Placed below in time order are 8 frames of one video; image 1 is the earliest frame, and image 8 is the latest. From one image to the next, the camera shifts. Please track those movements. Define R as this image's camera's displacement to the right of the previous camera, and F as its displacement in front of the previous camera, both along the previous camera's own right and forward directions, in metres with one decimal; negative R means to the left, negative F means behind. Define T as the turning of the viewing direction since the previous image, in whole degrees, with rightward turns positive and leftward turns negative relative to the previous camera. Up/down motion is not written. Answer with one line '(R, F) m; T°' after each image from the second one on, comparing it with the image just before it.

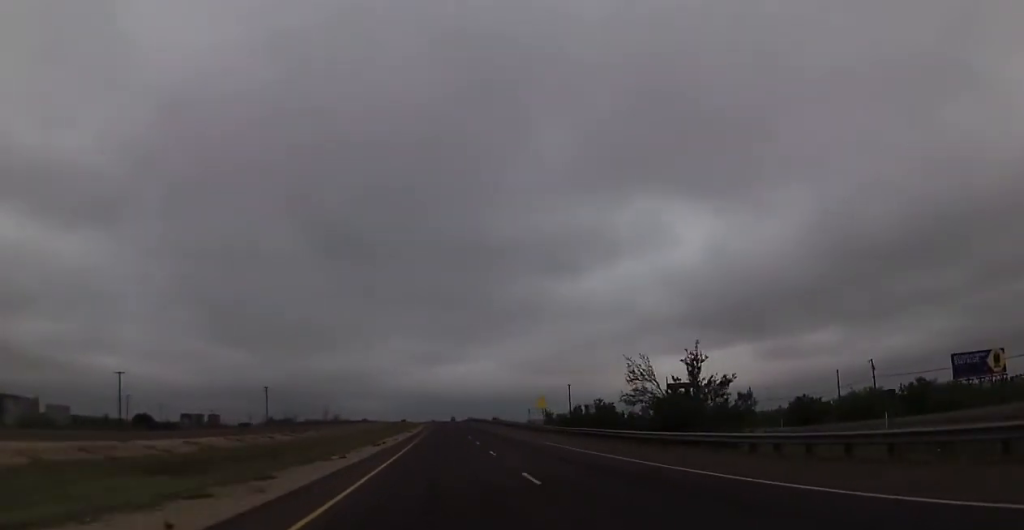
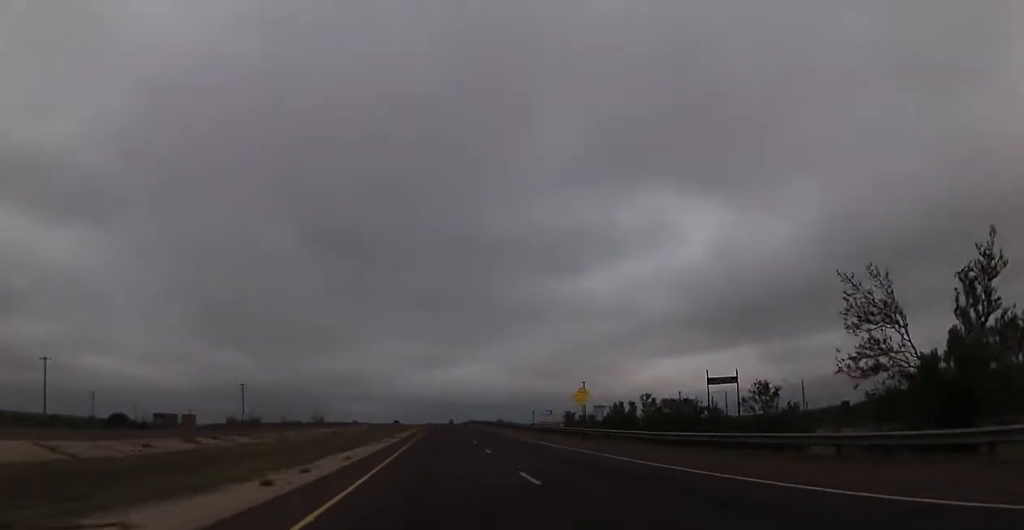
(+0.1, +24.5) m; 0°
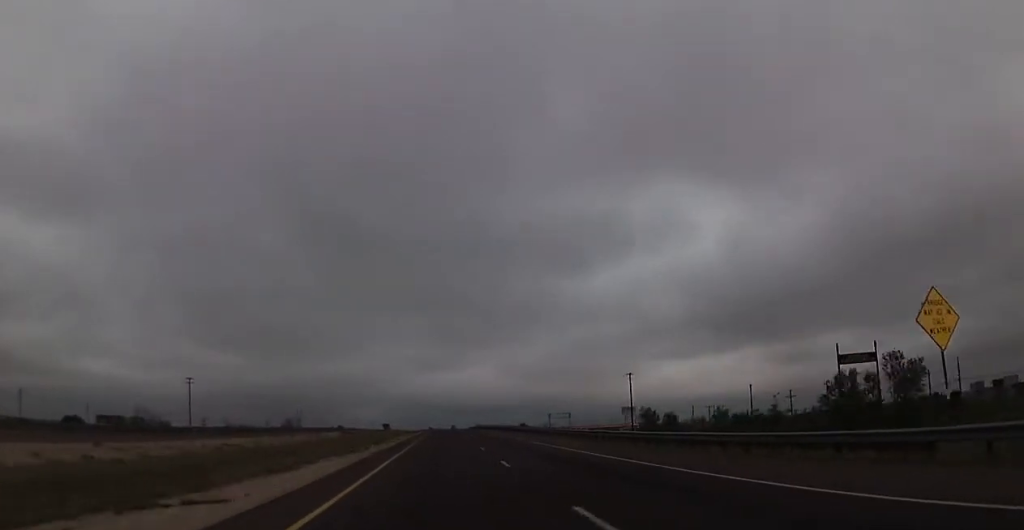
(+0.3, +44.0) m; 0°
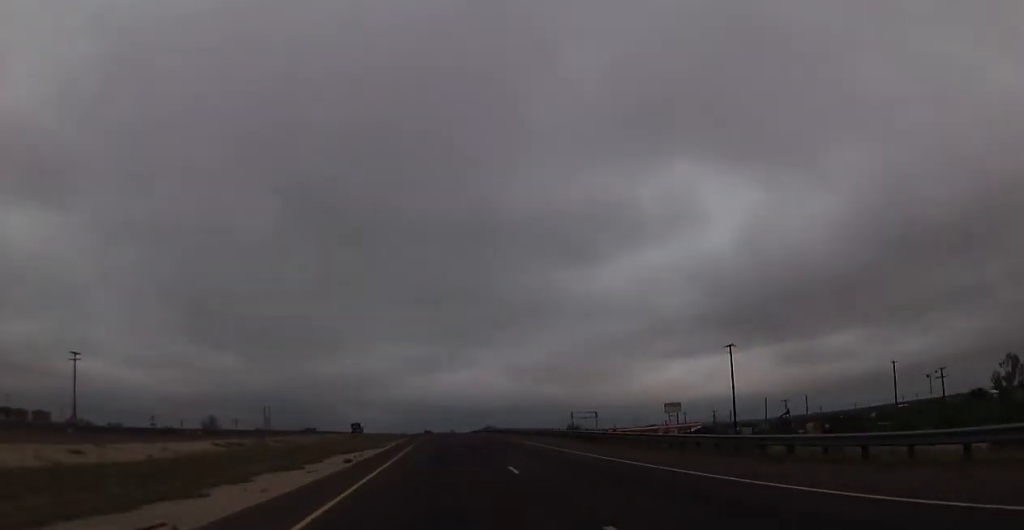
(0.0, +51.2) m; 0°
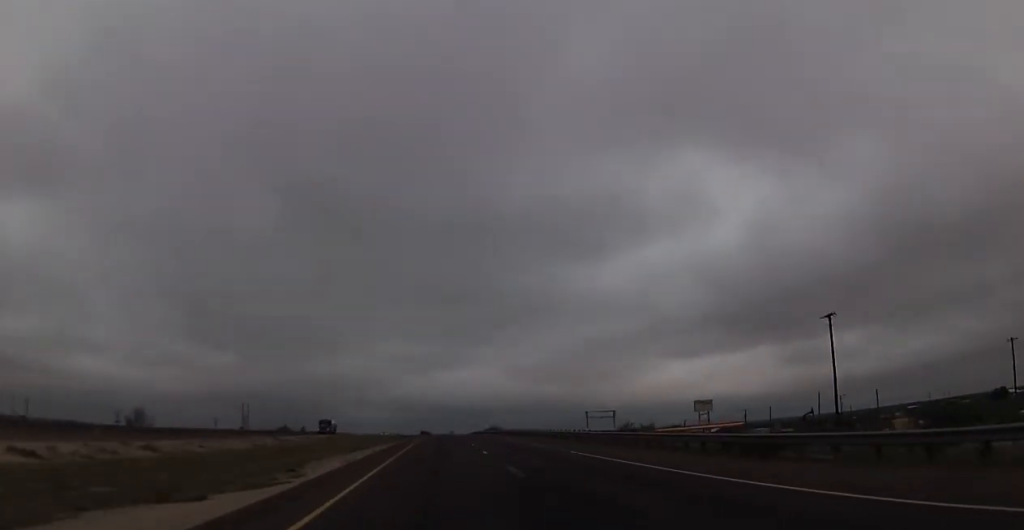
(-0.1, +25.4) m; 0°
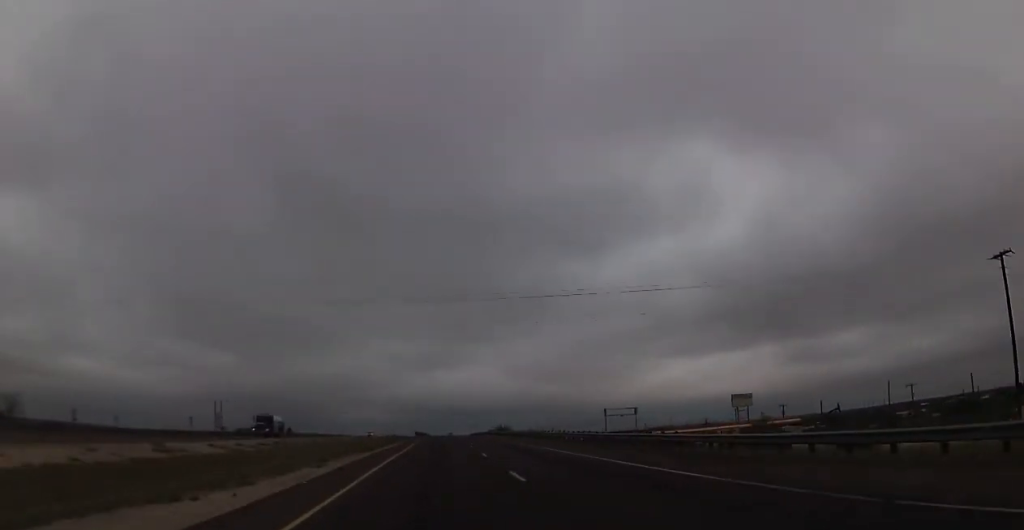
(0.0, +25.4) m; 0°
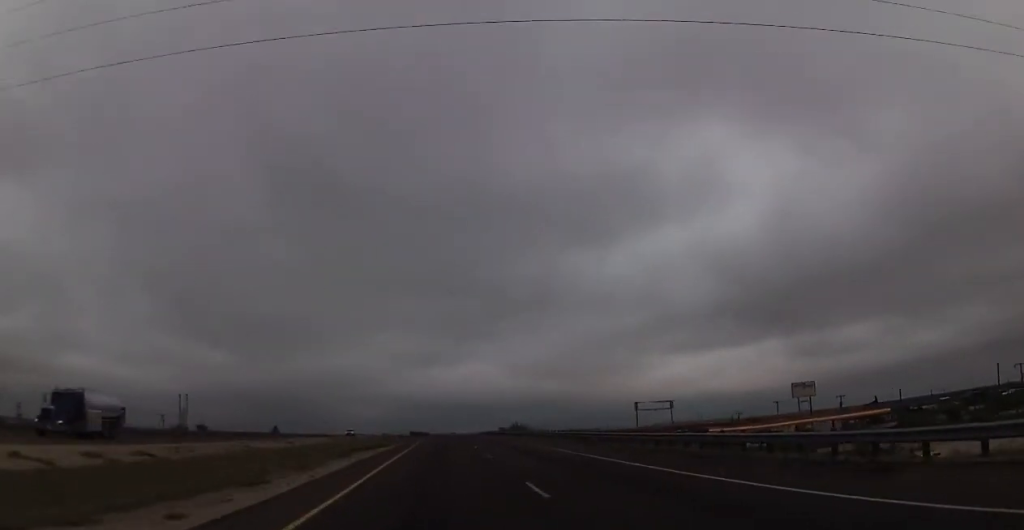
(+0.1, +27.8) m; 0°
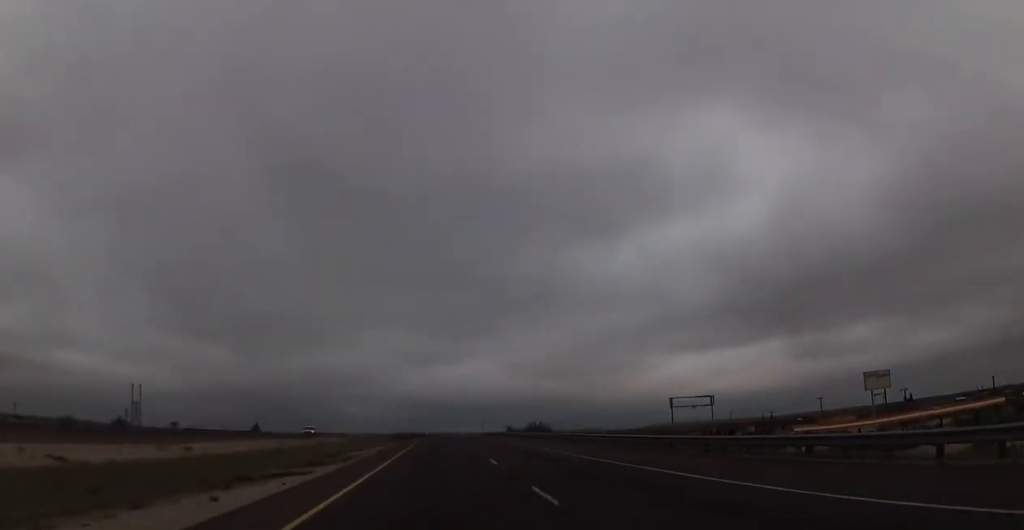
(-0.1, +25.4) m; 0°
